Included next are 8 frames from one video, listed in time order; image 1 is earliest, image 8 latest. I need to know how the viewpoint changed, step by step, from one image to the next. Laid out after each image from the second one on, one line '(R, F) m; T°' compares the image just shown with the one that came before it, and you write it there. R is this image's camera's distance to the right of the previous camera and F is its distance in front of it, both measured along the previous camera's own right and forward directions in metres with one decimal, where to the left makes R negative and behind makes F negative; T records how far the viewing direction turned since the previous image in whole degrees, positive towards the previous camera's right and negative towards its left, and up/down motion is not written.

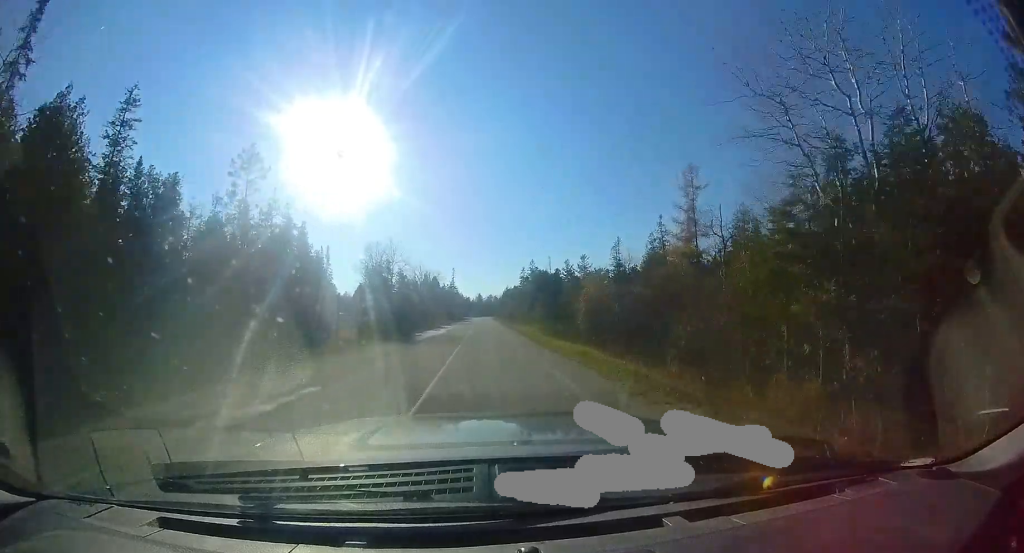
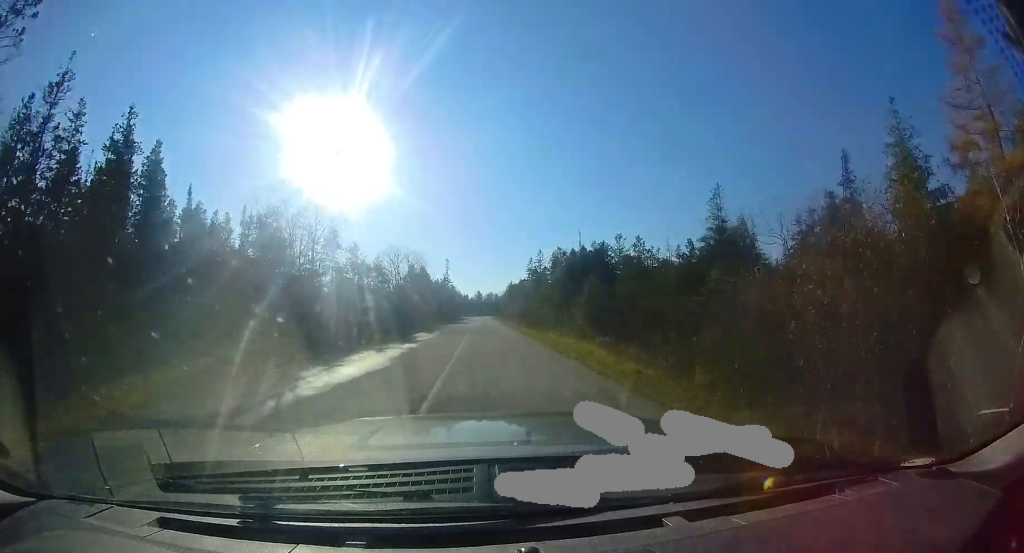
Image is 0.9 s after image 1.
(0.0, +18.9) m; +1°
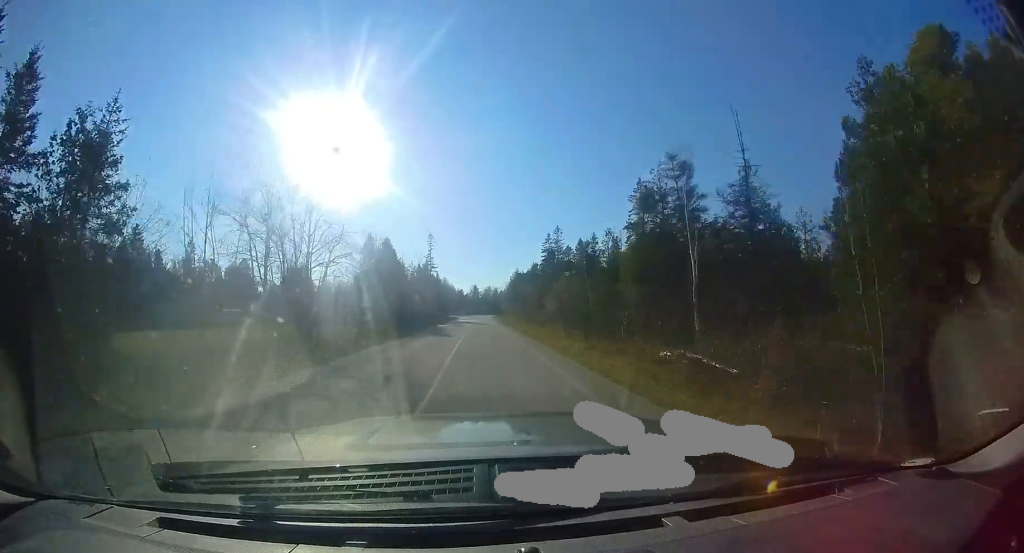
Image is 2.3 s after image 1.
(+0.6, +28.1) m; +3°
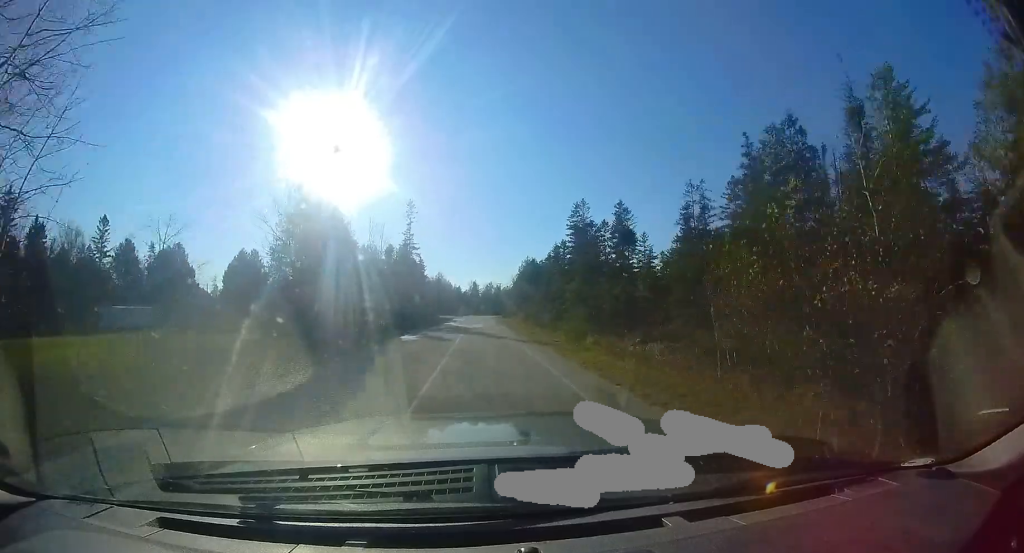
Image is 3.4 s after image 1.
(+0.4, +20.3) m; 0°
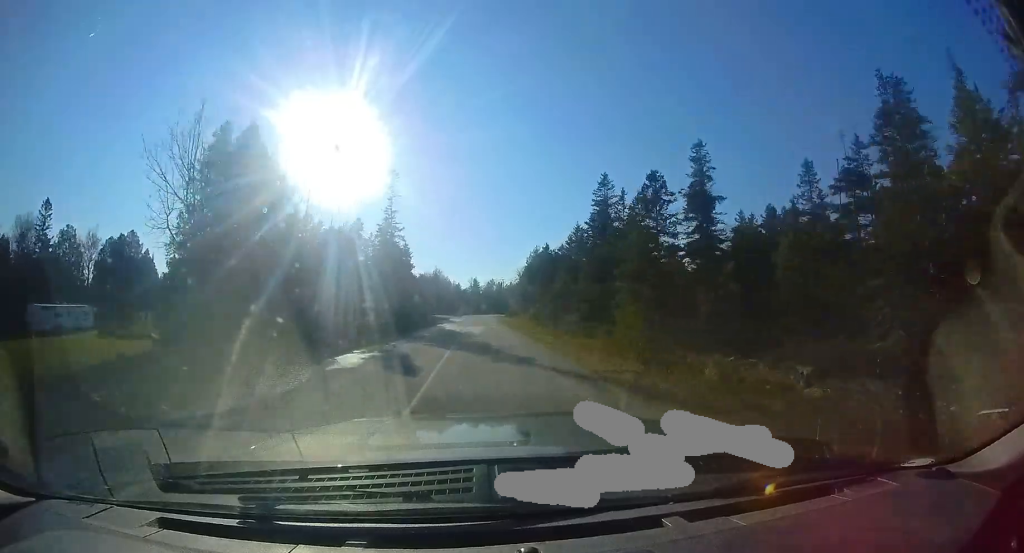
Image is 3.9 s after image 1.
(-0.3, +10.7) m; 0°
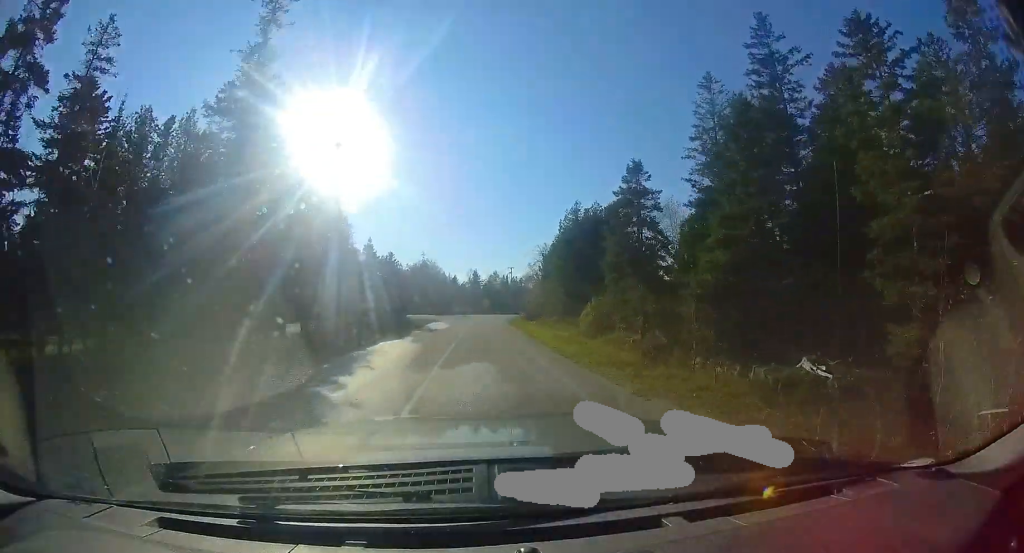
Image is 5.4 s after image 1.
(+0.3, +26.2) m; +2°
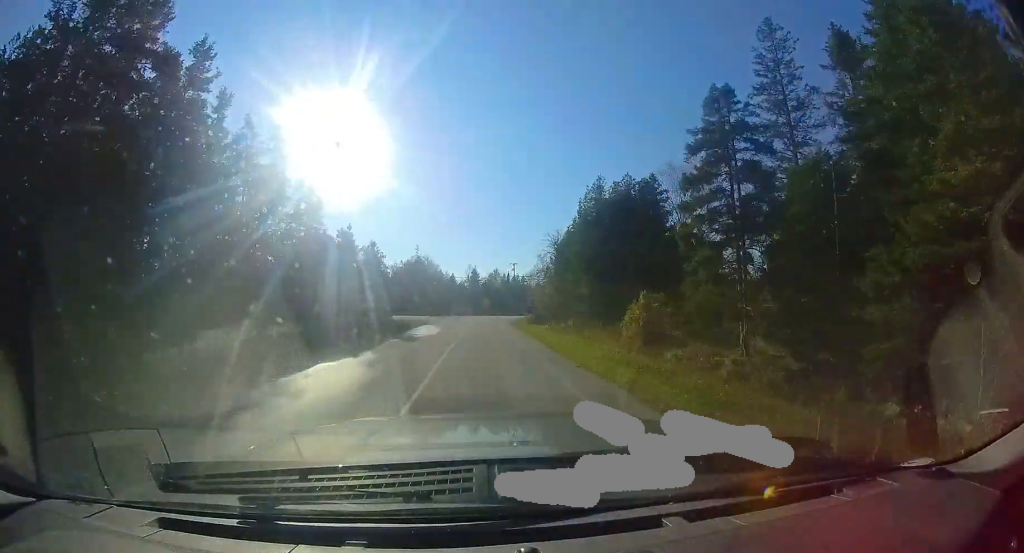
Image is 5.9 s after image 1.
(+0.1, +7.8) m; +1°
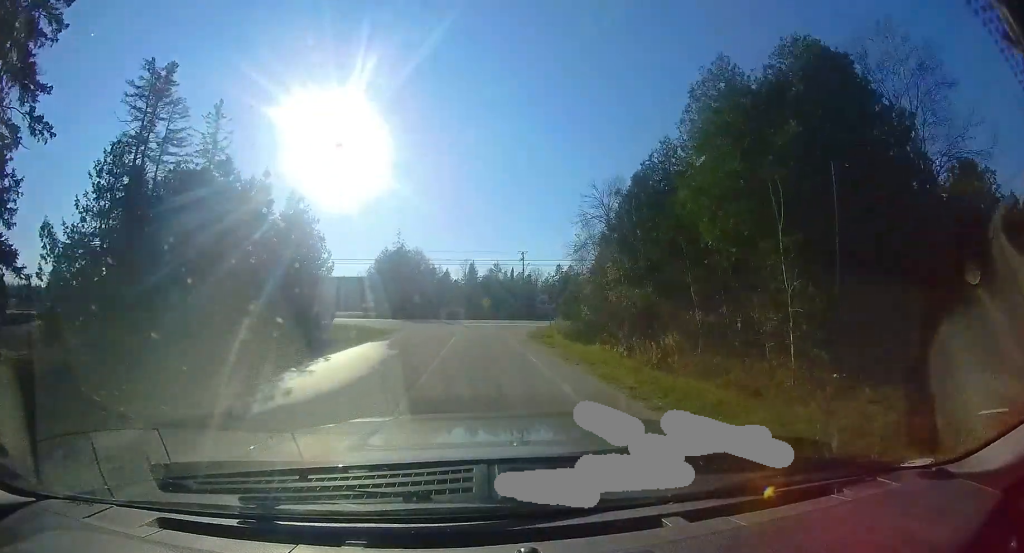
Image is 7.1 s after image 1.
(+0.5, +17.9) m; +1°
